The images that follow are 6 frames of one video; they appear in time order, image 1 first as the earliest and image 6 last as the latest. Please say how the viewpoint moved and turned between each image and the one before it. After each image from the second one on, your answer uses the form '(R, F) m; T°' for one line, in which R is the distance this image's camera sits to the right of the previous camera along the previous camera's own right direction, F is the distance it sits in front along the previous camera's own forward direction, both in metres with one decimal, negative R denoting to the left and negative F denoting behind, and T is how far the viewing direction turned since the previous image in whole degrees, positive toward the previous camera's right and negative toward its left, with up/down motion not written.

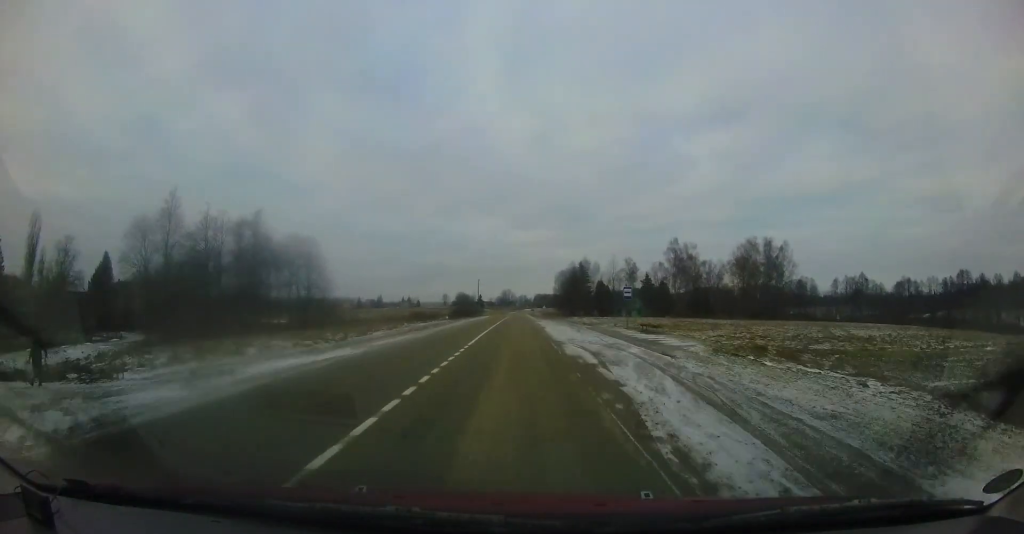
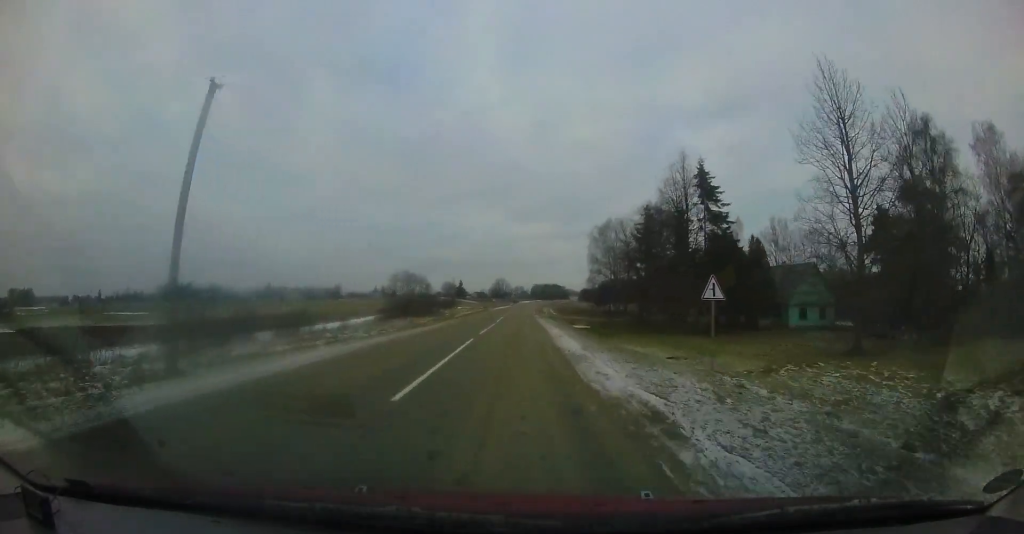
(0.0, +70.5) m; +1°
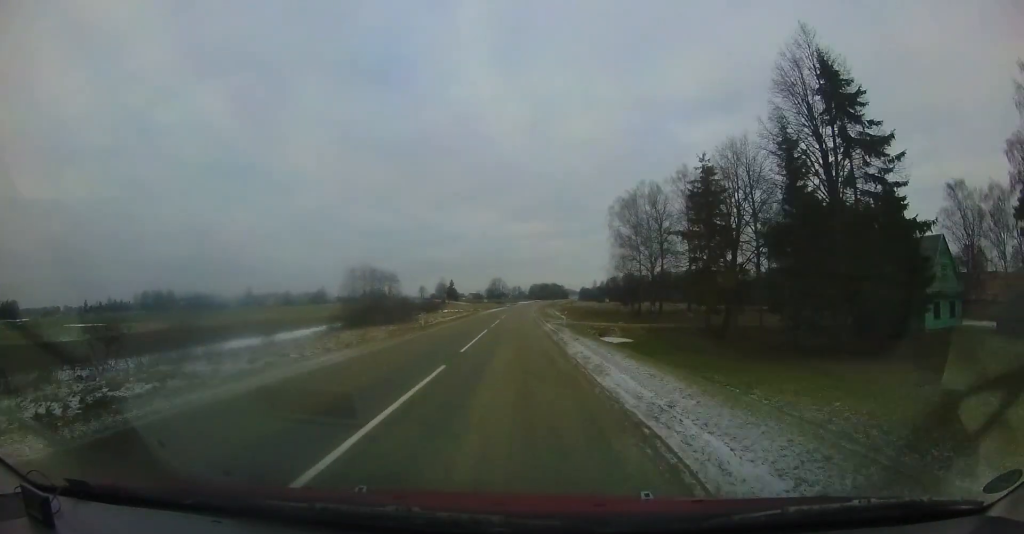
(+0.1, +17.7) m; 0°
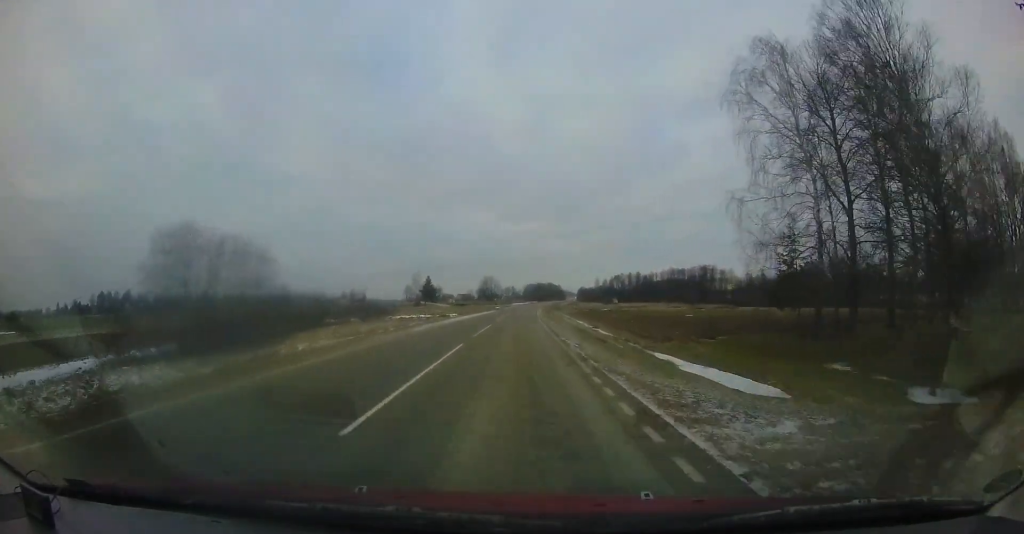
(+0.1, +32.3) m; 0°
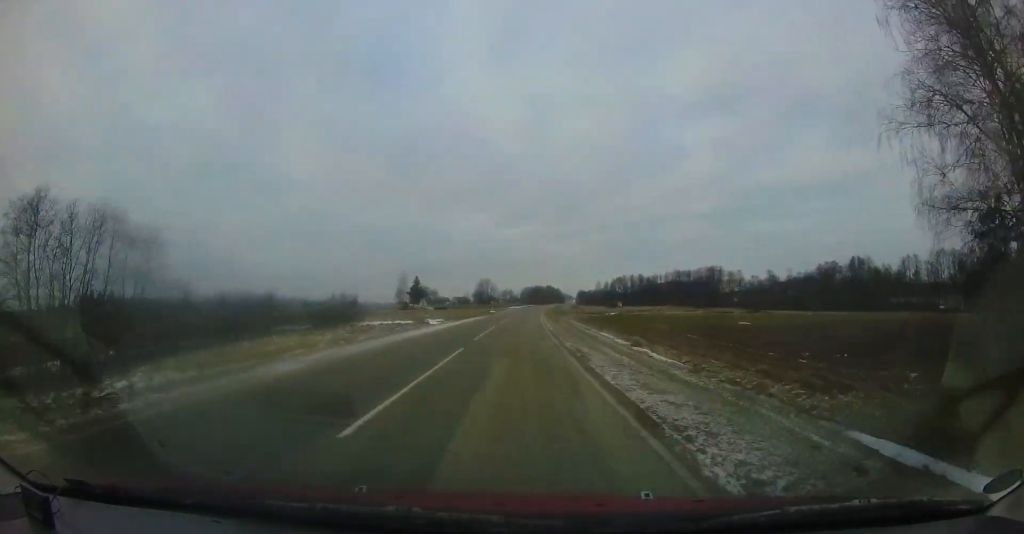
(-0.3, +12.1) m; +1°
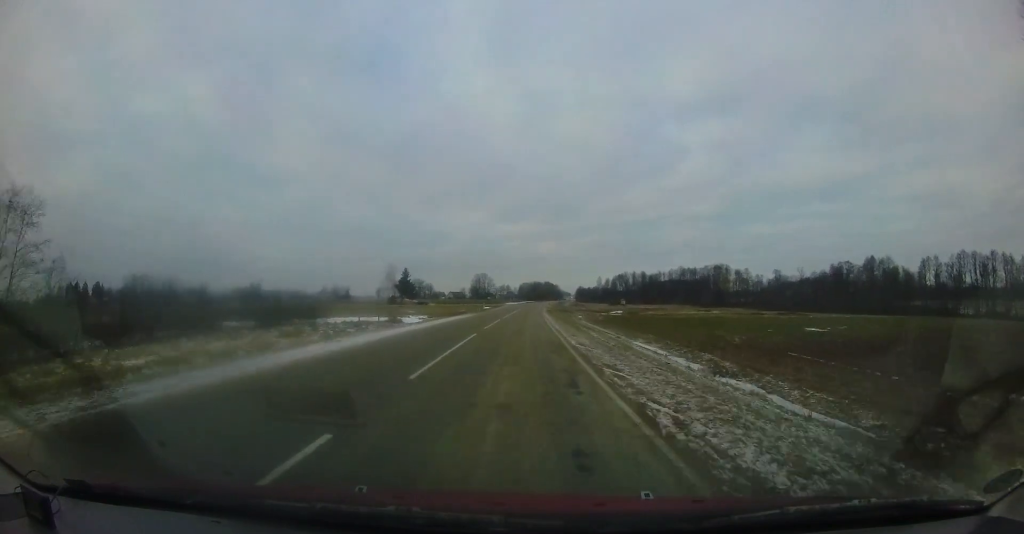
(+0.1, +9.5) m; +1°
